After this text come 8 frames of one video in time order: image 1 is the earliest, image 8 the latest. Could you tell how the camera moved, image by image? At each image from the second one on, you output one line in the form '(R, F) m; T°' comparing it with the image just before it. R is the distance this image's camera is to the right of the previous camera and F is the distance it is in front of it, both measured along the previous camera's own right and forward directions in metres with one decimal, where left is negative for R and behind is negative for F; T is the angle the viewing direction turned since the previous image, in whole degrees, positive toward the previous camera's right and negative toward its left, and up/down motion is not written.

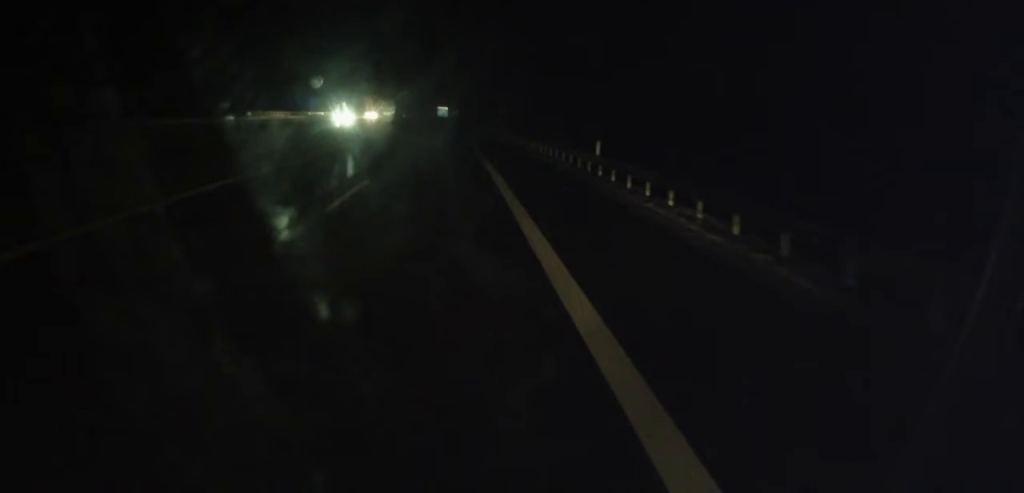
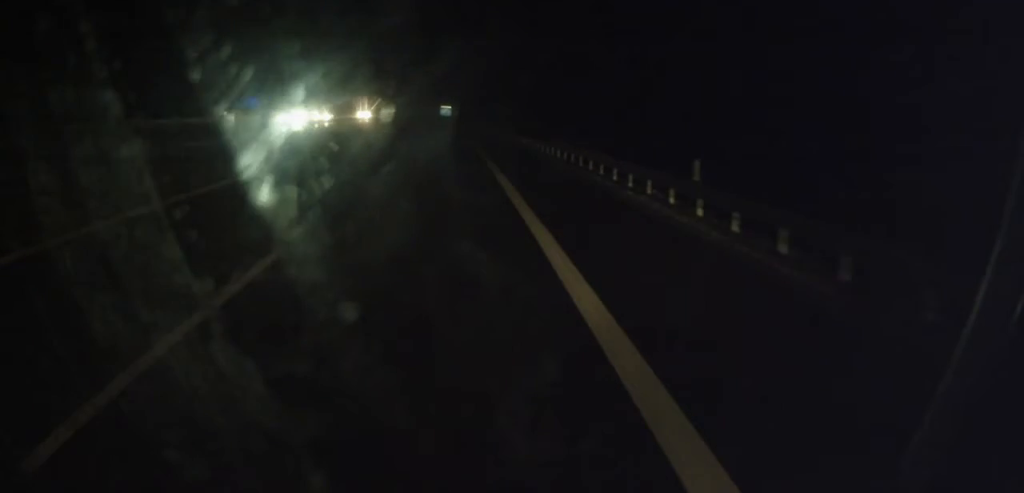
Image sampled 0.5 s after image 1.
(-0.3, +9.8) m; 0°
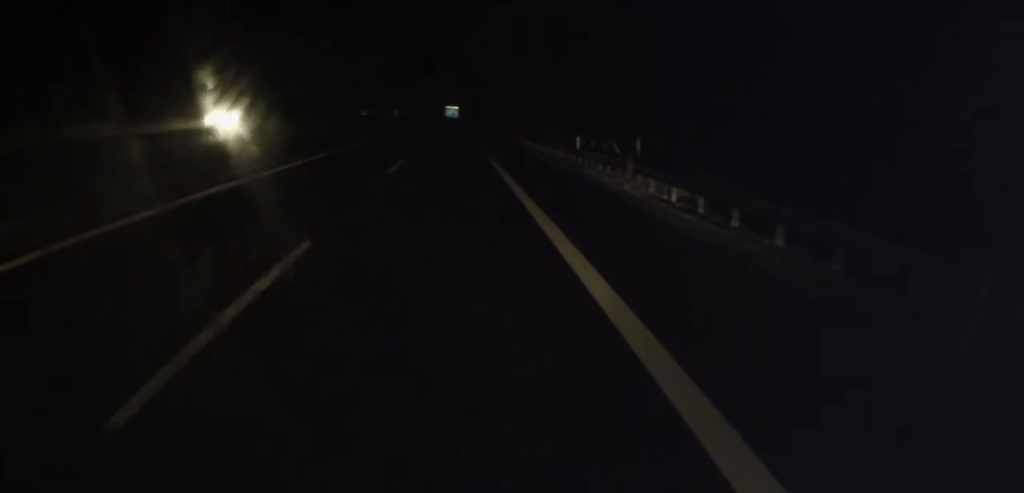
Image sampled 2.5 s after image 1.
(+1.0, +35.2) m; 0°
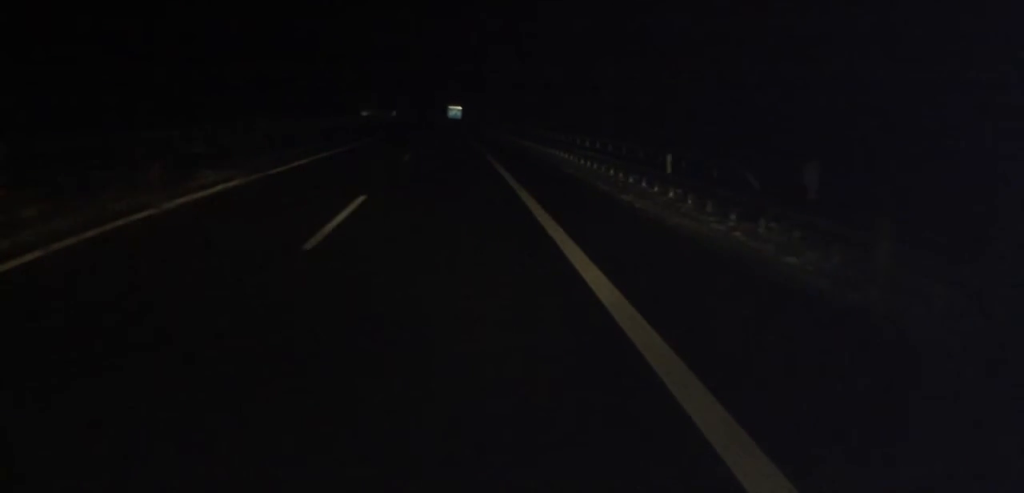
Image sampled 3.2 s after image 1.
(-0.5, +12.3) m; 0°
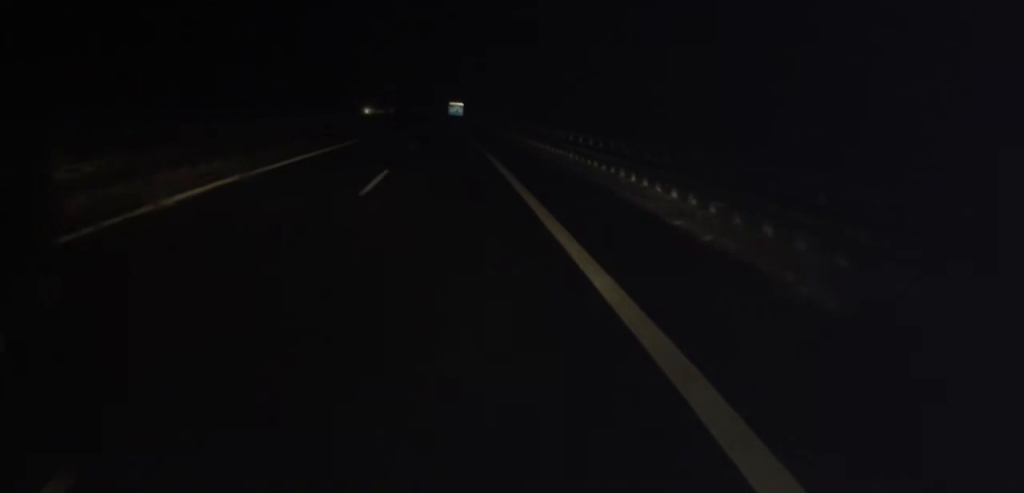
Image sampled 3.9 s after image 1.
(0.0, +12.3) m; 0°
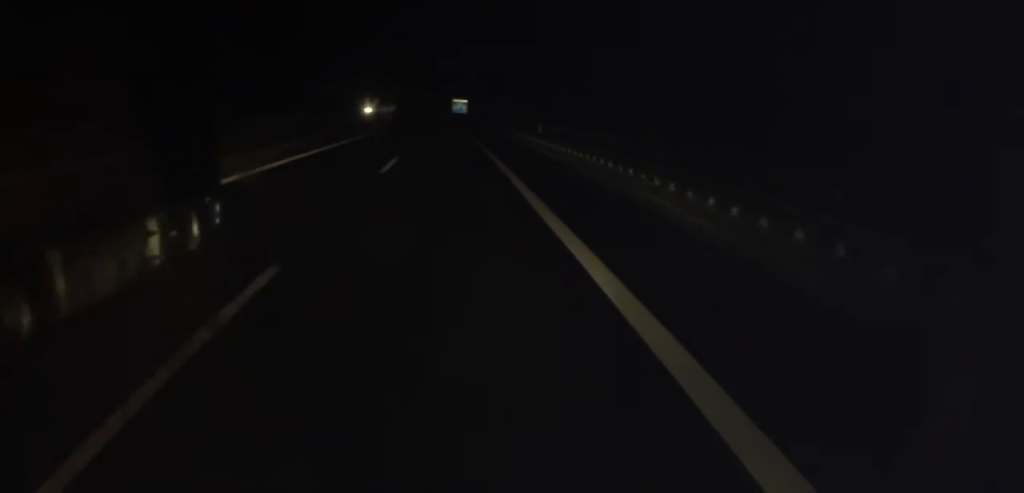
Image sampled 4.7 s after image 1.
(+0.2, +13.4) m; 0°
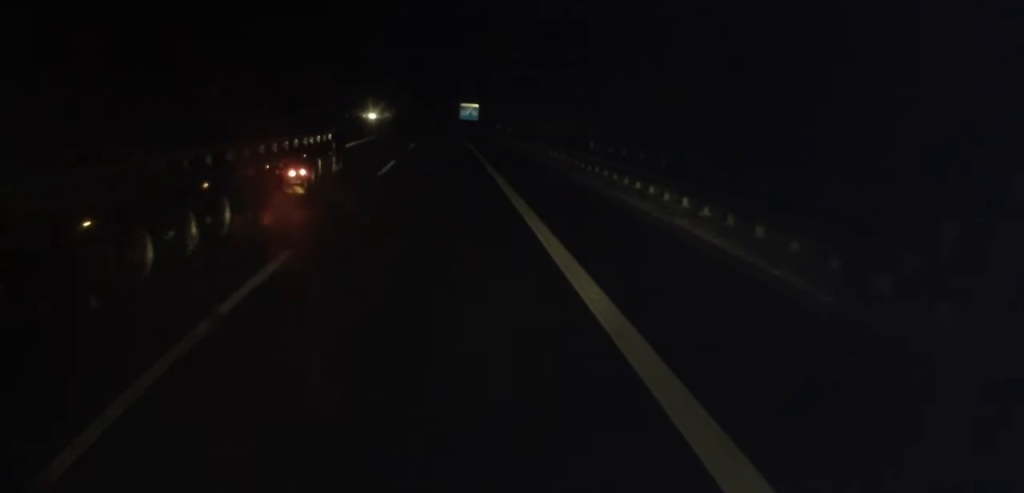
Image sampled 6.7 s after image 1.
(-0.1, +35.7) m; -1°
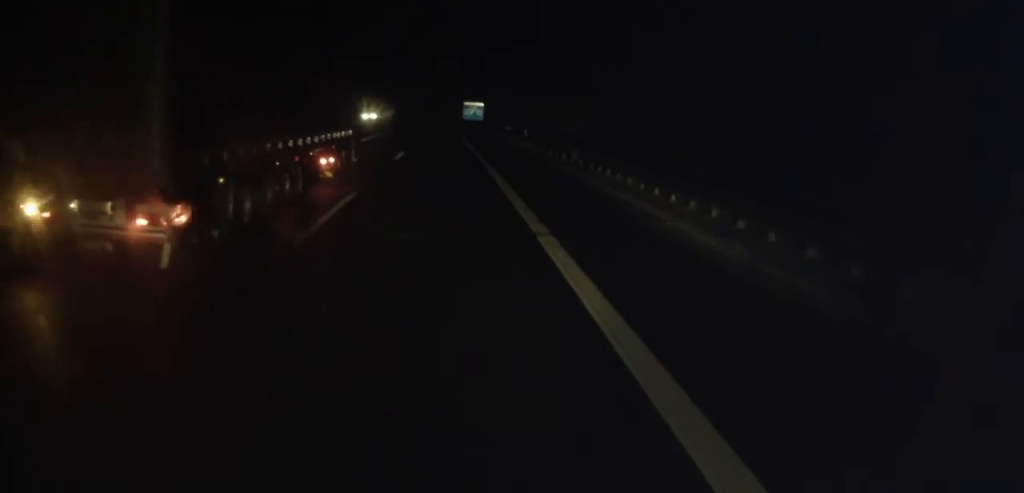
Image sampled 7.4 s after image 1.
(-0.4, +11.6) m; -1°
